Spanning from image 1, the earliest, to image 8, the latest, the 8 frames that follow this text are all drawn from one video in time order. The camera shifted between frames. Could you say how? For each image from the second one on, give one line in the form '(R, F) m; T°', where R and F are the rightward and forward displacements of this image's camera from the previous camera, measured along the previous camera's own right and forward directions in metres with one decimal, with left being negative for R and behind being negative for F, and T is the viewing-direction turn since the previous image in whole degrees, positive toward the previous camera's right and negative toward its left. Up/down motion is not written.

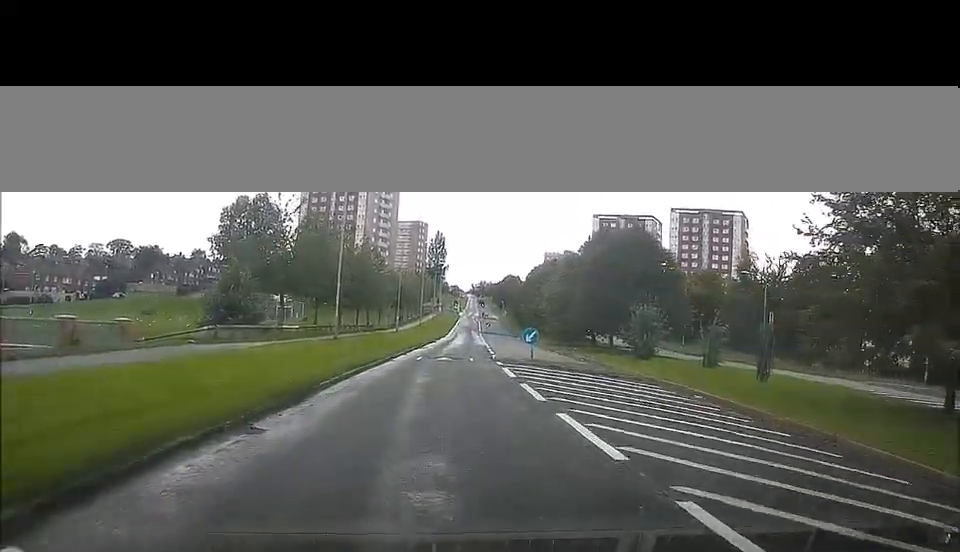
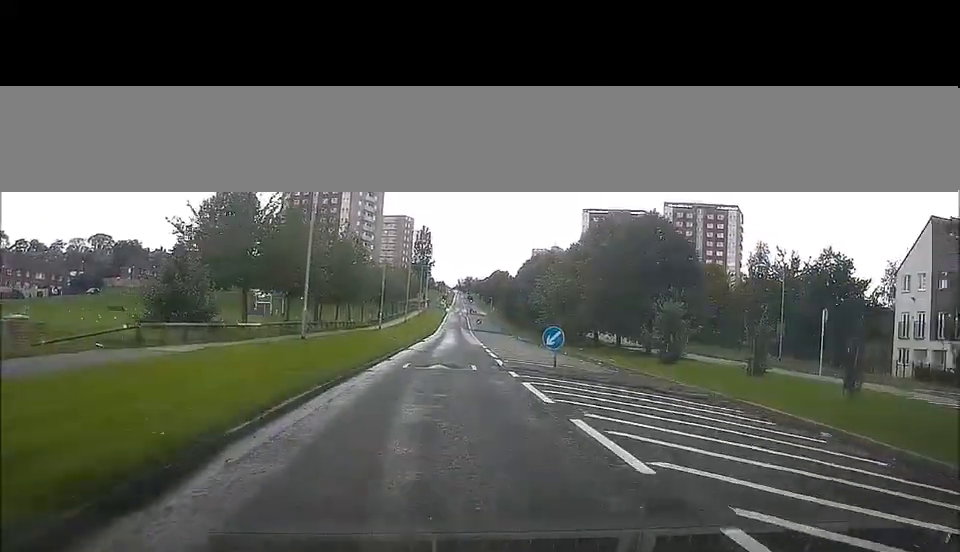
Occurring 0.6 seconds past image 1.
(+0.1, +7.1) m; +1°
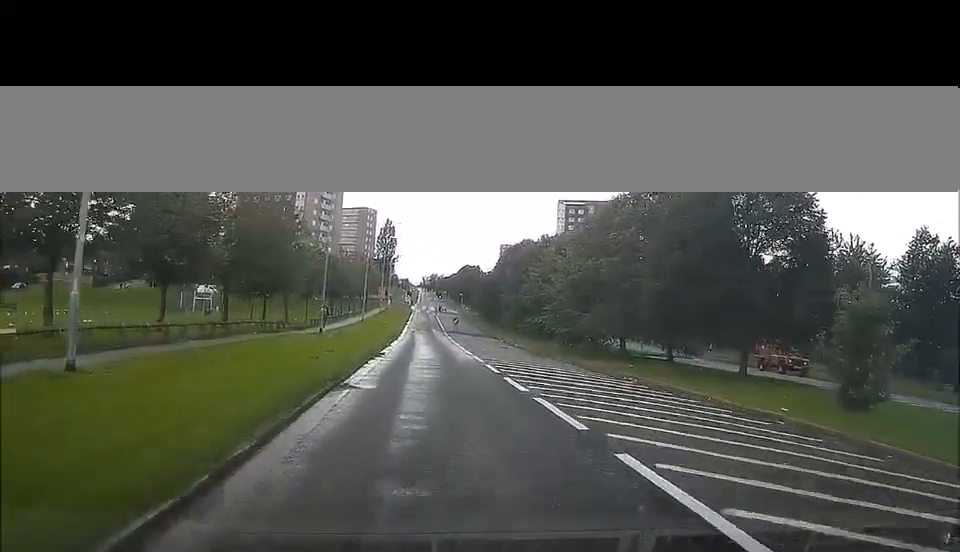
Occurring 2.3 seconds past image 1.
(-0.1, +20.4) m; 0°
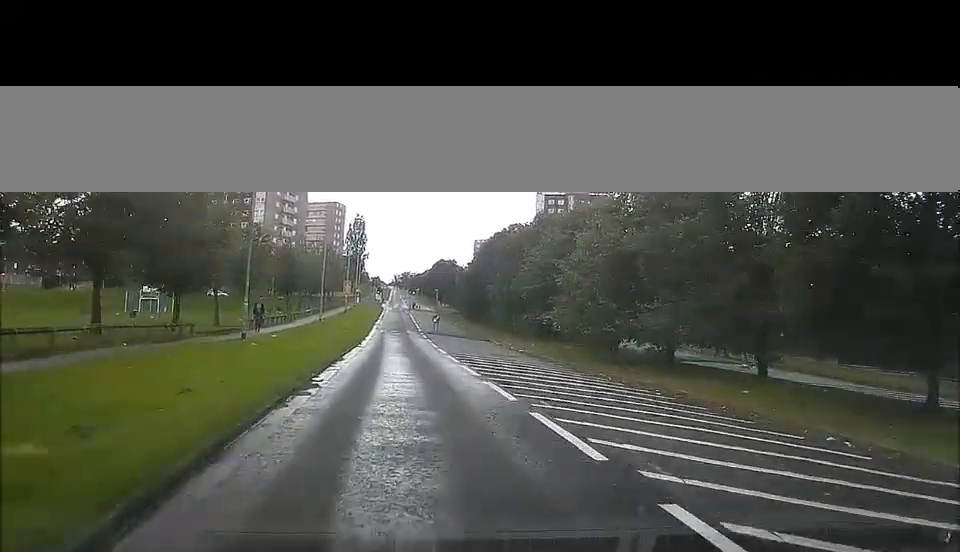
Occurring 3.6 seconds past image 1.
(+0.1, +14.9) m; +1°
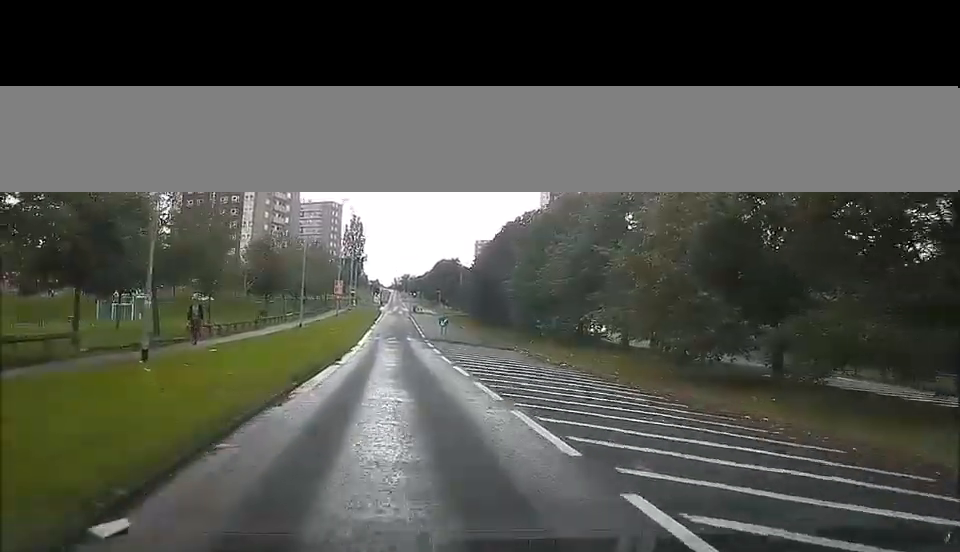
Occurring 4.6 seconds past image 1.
(+0.2, +11.9) m; +2°
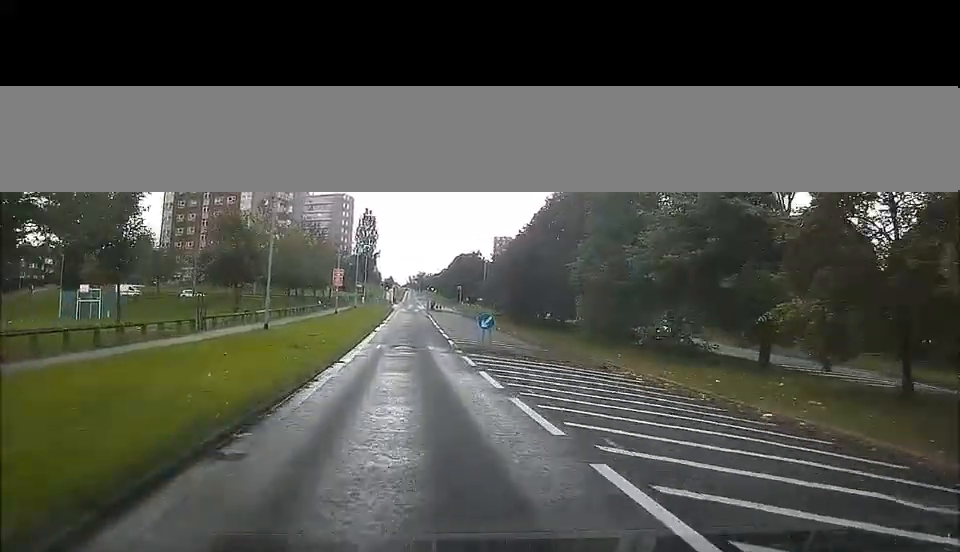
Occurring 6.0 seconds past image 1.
(+0.1, +17.0) m; -2°
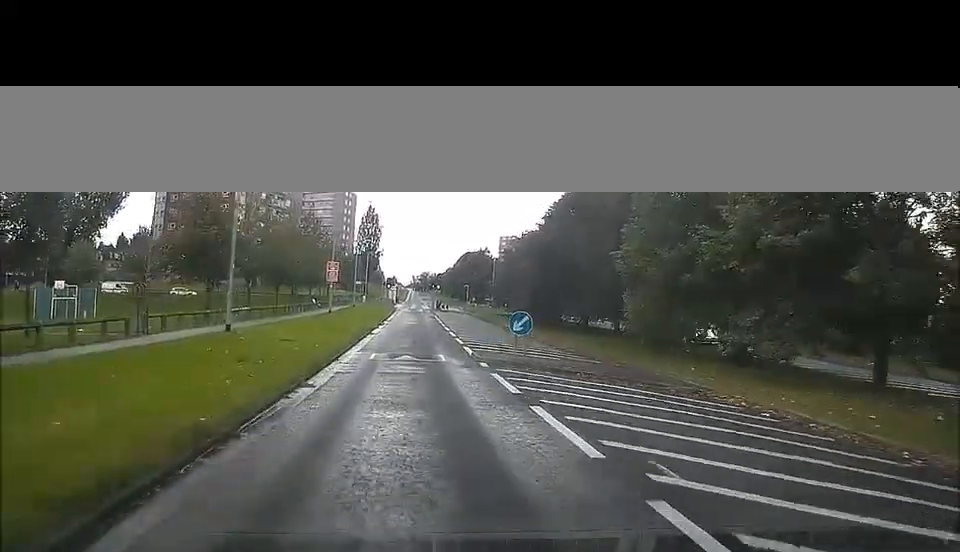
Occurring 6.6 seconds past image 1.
(-0.1, +7.8) m; -2°
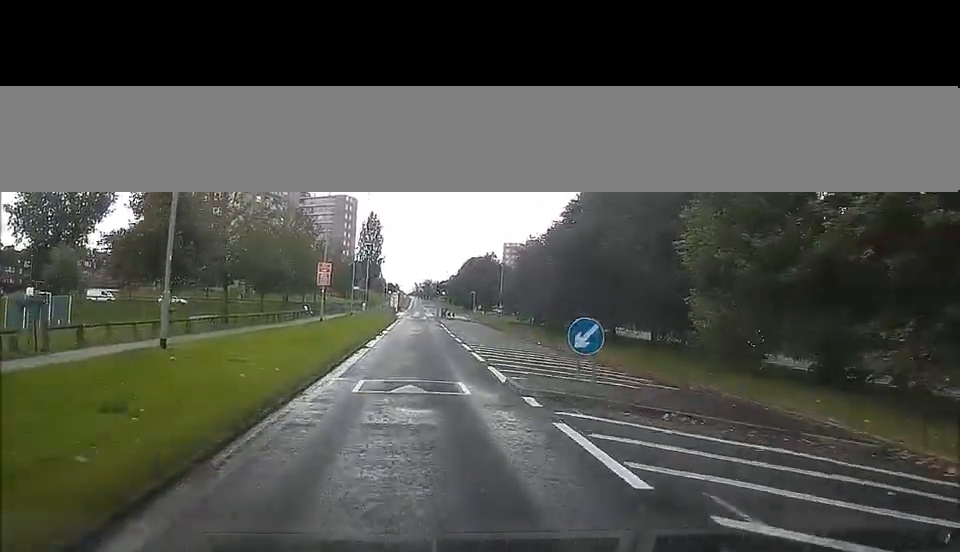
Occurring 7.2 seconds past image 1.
(-0.2, +7.4) m; 0°
